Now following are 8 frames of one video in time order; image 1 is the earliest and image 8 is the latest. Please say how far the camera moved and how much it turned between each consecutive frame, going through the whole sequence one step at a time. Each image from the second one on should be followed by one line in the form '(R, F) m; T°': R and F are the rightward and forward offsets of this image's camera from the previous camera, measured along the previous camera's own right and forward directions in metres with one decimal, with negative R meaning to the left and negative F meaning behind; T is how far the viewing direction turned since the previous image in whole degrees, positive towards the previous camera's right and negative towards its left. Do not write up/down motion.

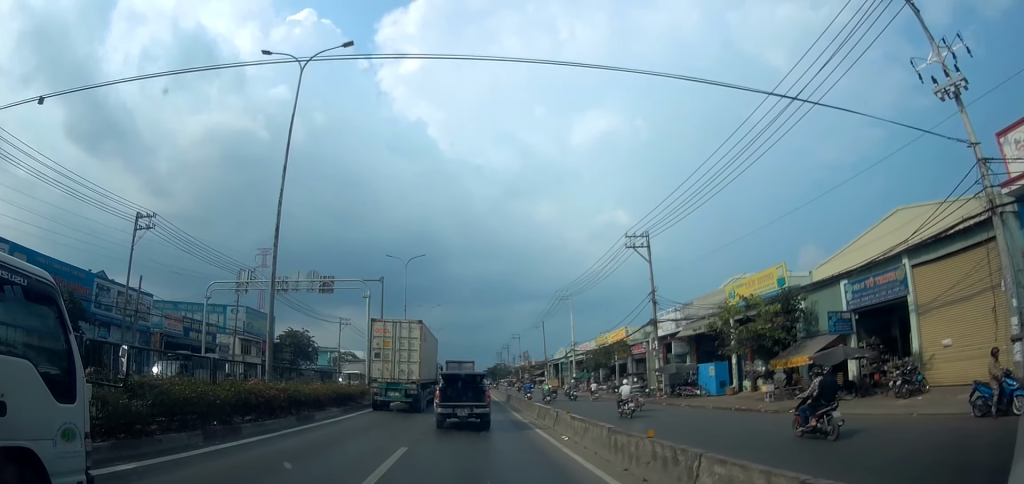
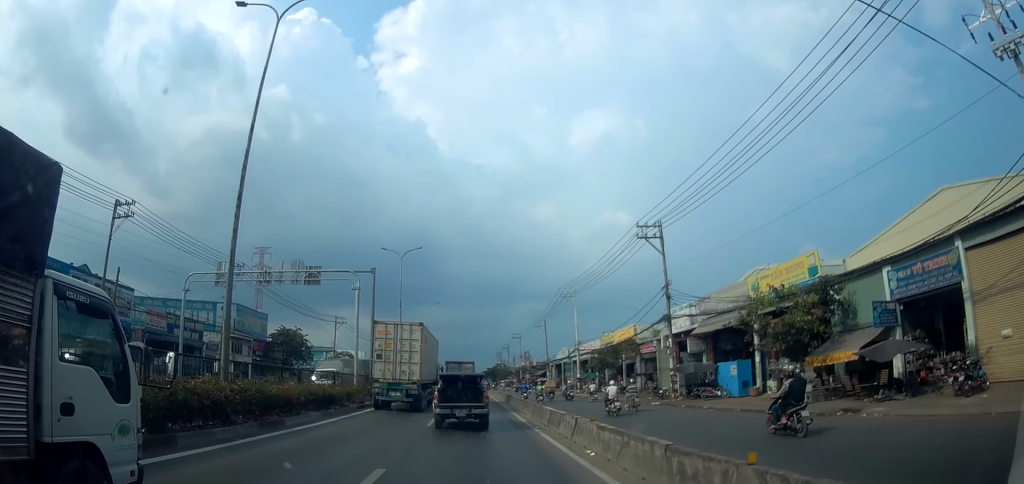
(0.0, +3.0) m; 0°
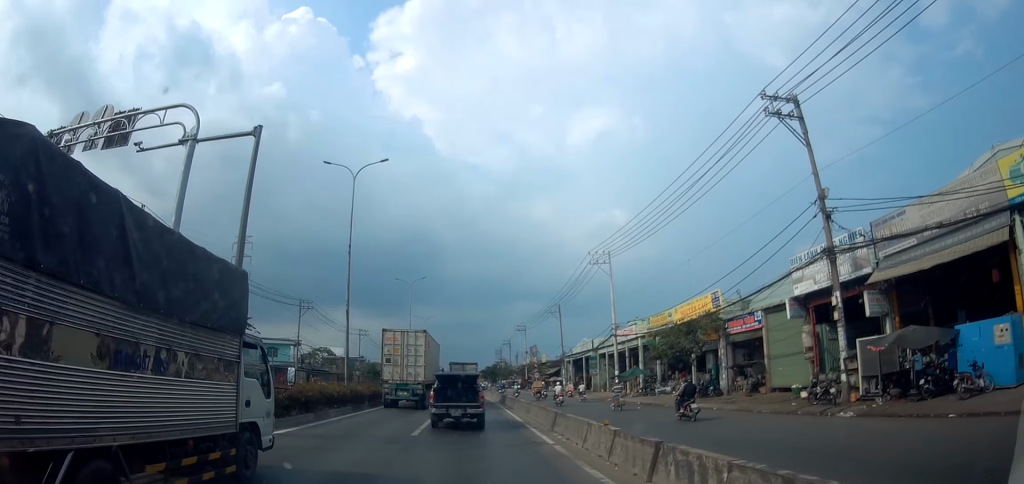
(-1.9, +18.5) m; -5°
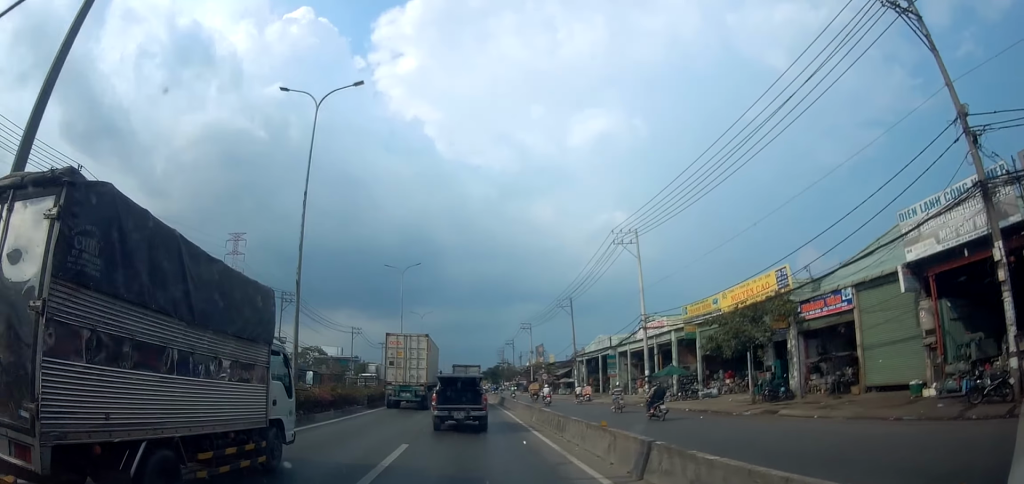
(+0.6, +8.0) m; +4°
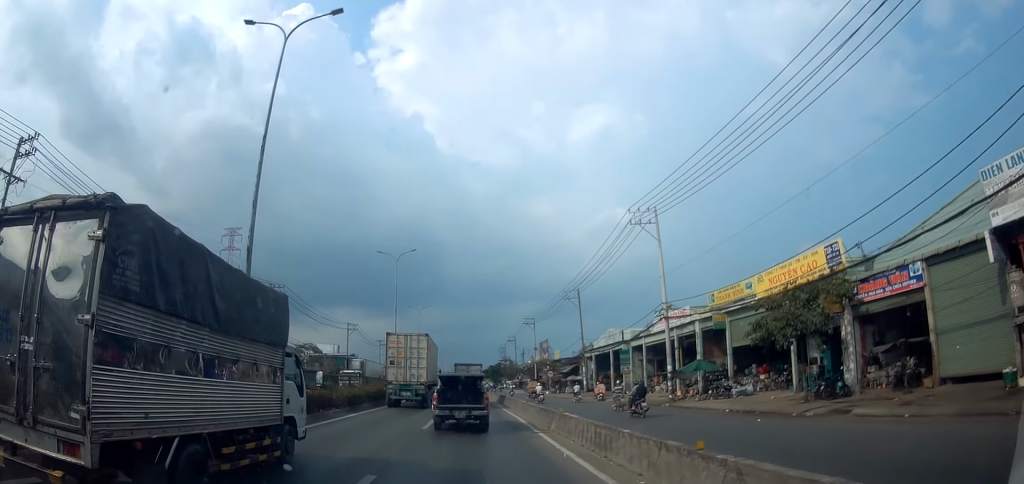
(0.0, +4.4) m; 0°
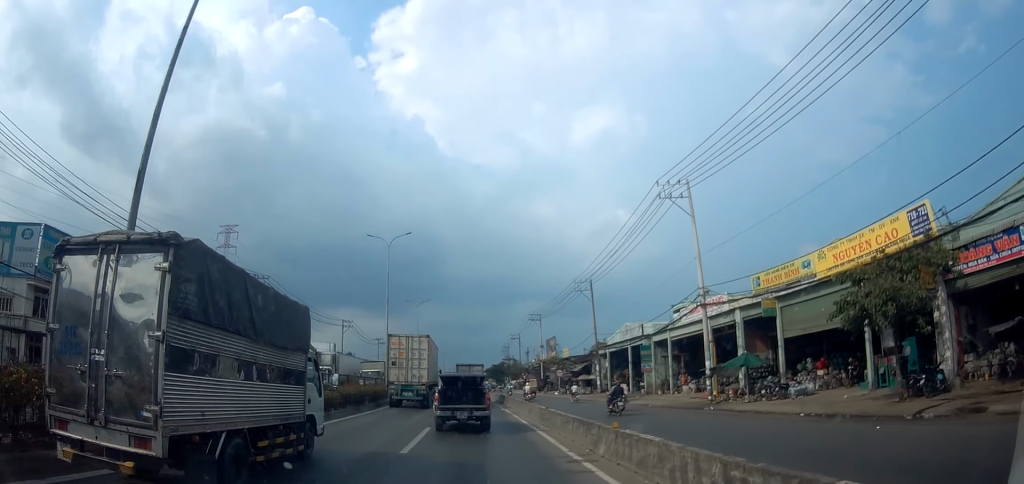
(0.0, +5.7) m; 0°
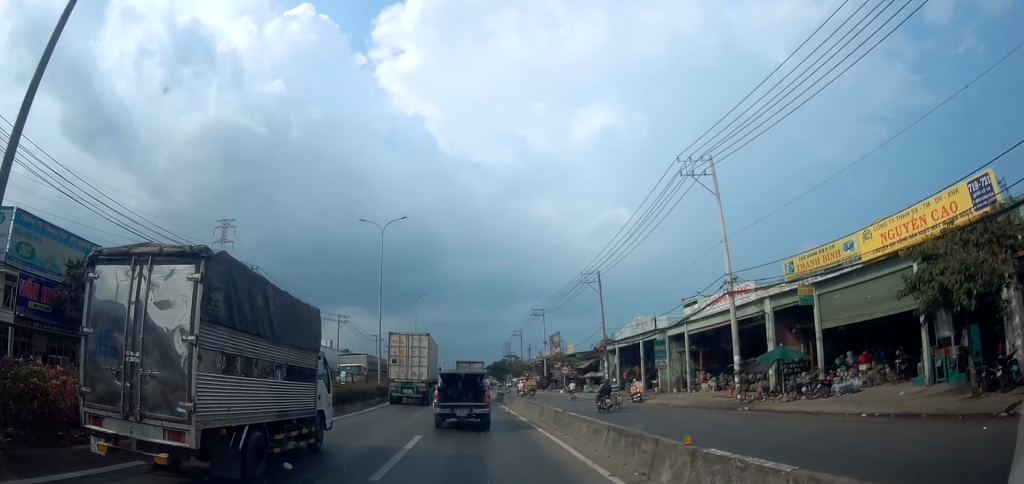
(0.0, +3.4) m; 0°
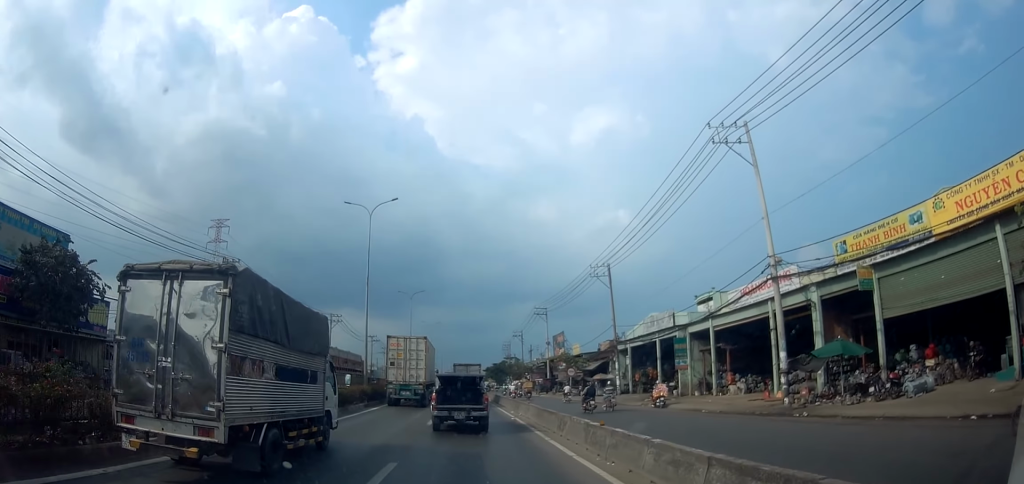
(0.0, +4.5) m; 0°
